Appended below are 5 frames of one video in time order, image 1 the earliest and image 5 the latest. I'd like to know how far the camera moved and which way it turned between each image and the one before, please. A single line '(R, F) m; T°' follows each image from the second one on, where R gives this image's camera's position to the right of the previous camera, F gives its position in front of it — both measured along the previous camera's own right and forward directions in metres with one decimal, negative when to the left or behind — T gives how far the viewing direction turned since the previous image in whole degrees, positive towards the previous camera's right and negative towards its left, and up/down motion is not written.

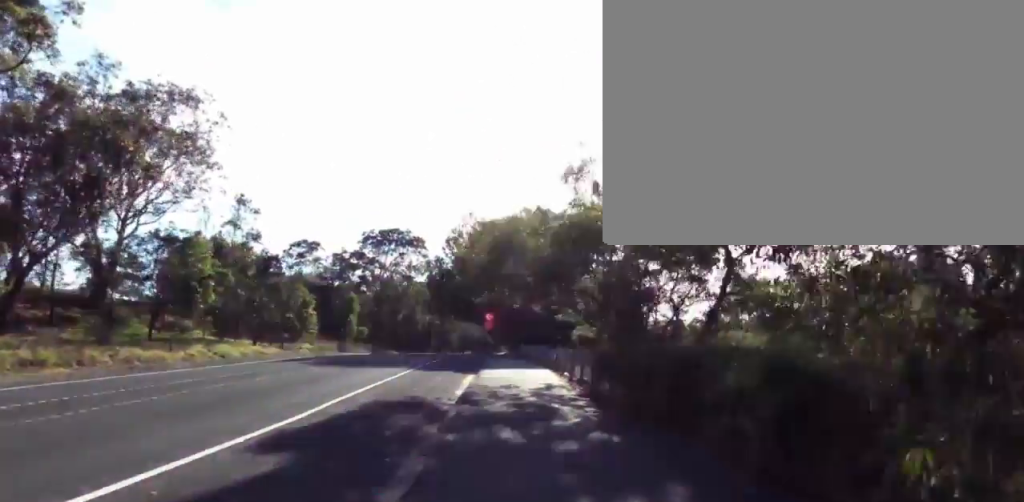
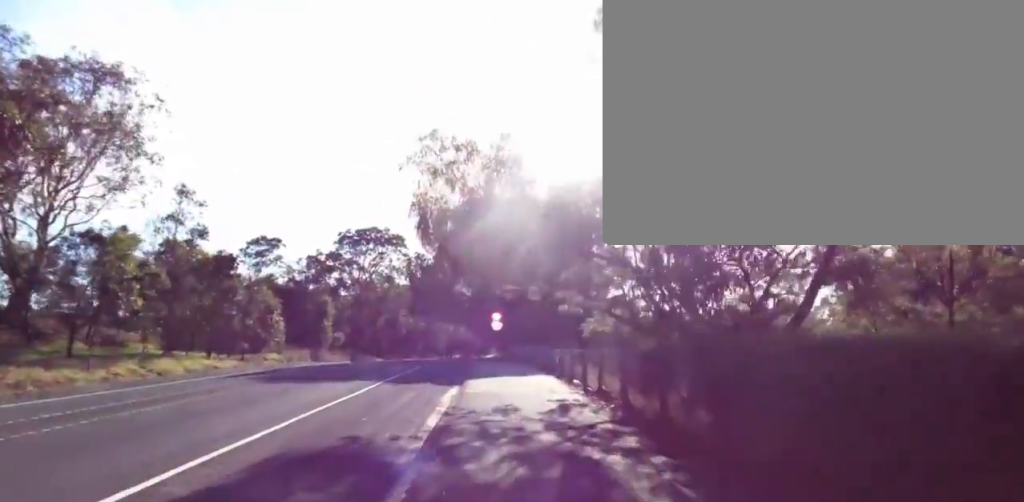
(0.0, +5.1) m; -6°
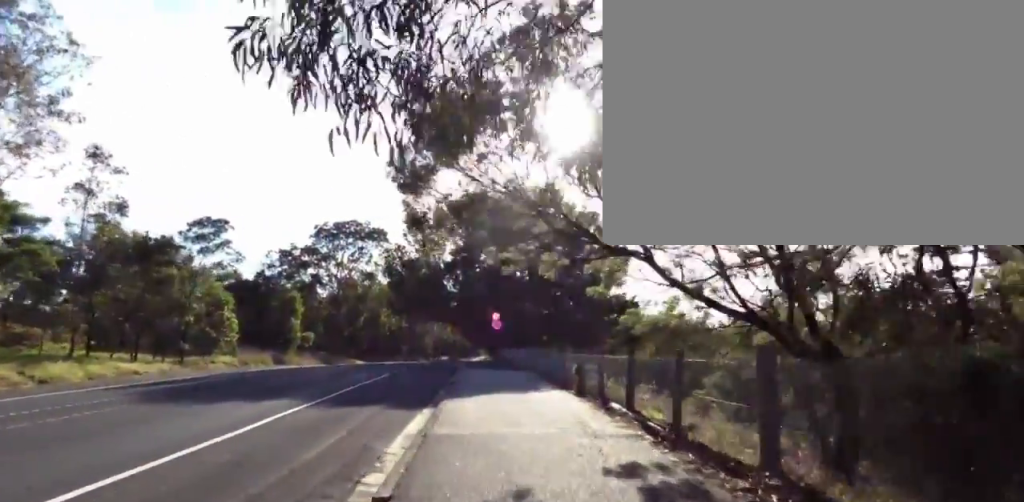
(-0.6, +6.2) m; -9°
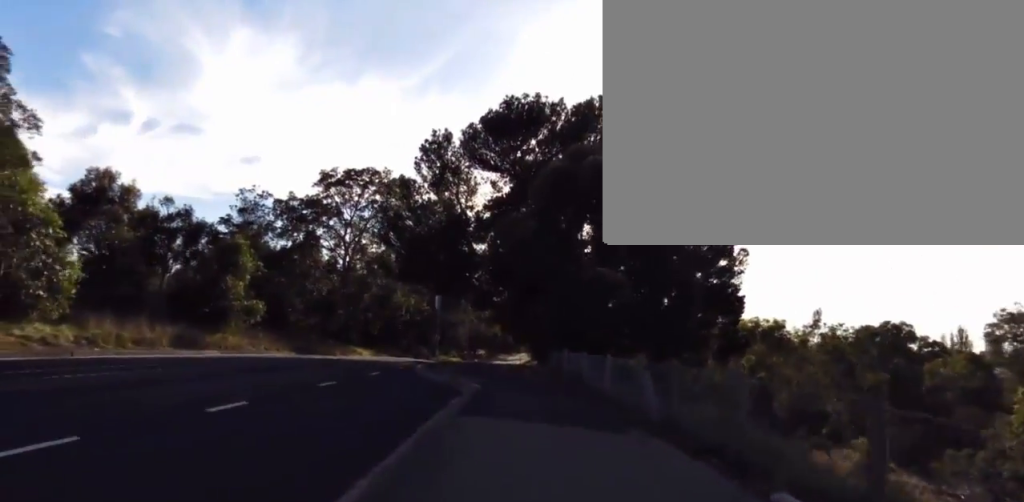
(+2.6, +17.6) m; +13°
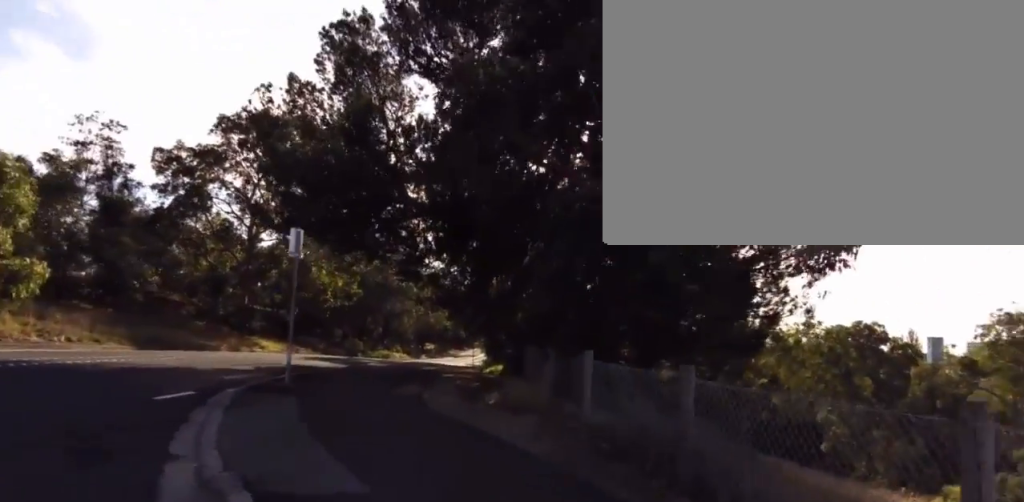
(-1.2, +10.7) m; -13°
